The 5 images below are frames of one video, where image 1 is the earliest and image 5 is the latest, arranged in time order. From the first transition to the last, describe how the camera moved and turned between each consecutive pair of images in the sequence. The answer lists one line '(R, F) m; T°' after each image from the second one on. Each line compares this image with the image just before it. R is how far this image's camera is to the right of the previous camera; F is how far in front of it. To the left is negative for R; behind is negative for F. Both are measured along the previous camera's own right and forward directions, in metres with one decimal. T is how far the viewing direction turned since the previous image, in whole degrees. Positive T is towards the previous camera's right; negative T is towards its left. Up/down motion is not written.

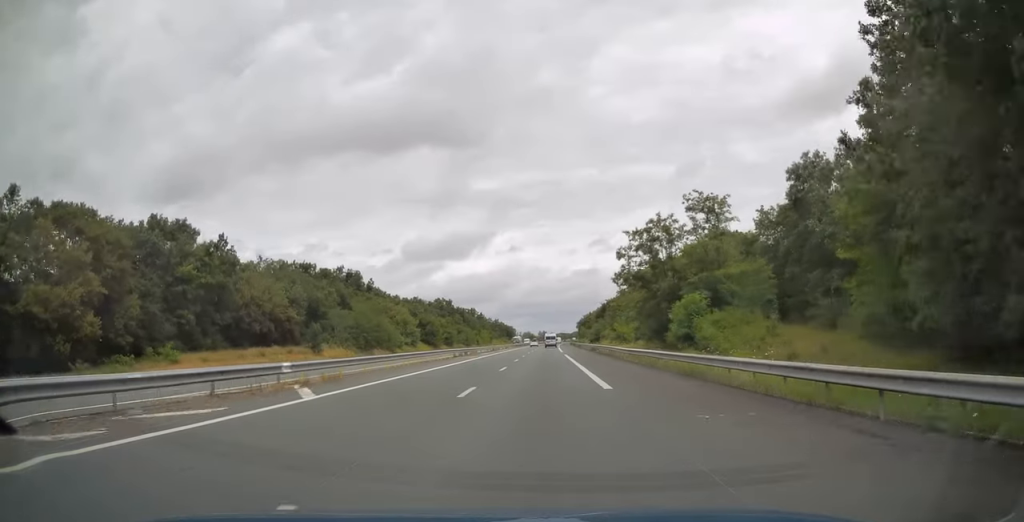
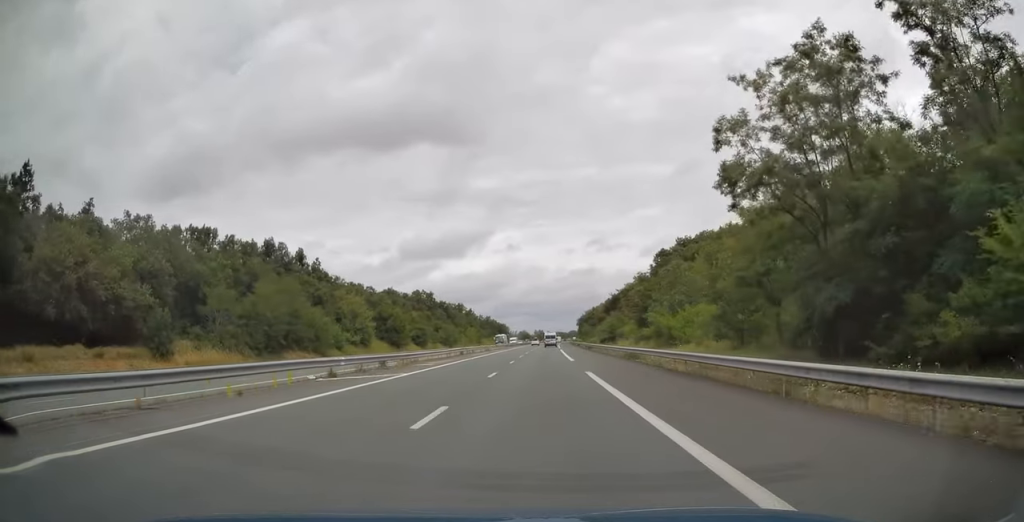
(+0.1, +31.2) m; 0°
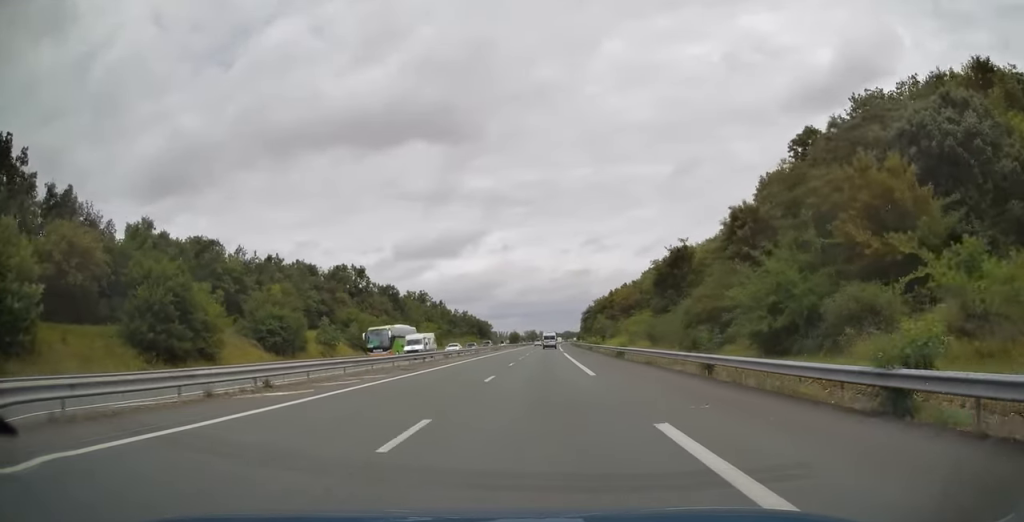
(+0.3, +66.8) m; +1°
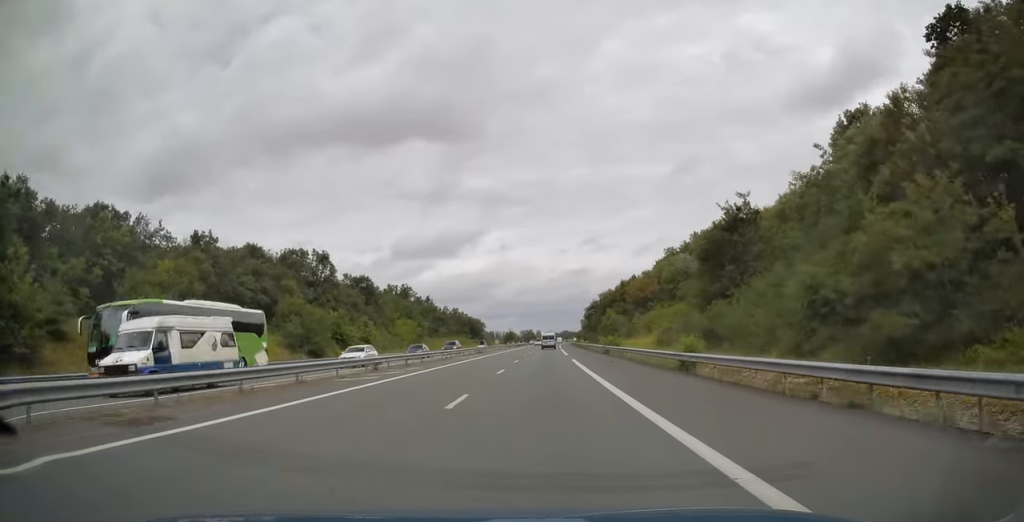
(0.0, +21.0) m; 0°
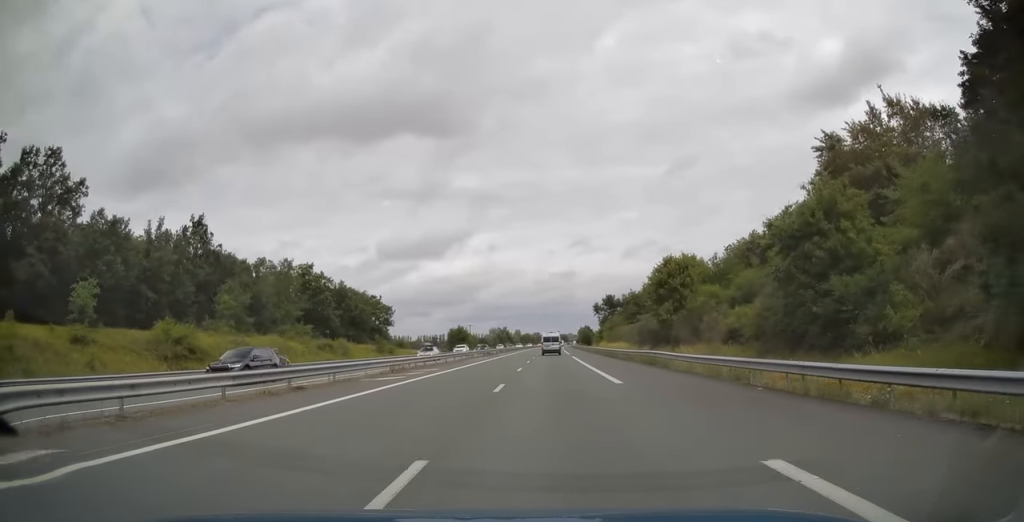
(+1.8, +138.1) m; +1°
